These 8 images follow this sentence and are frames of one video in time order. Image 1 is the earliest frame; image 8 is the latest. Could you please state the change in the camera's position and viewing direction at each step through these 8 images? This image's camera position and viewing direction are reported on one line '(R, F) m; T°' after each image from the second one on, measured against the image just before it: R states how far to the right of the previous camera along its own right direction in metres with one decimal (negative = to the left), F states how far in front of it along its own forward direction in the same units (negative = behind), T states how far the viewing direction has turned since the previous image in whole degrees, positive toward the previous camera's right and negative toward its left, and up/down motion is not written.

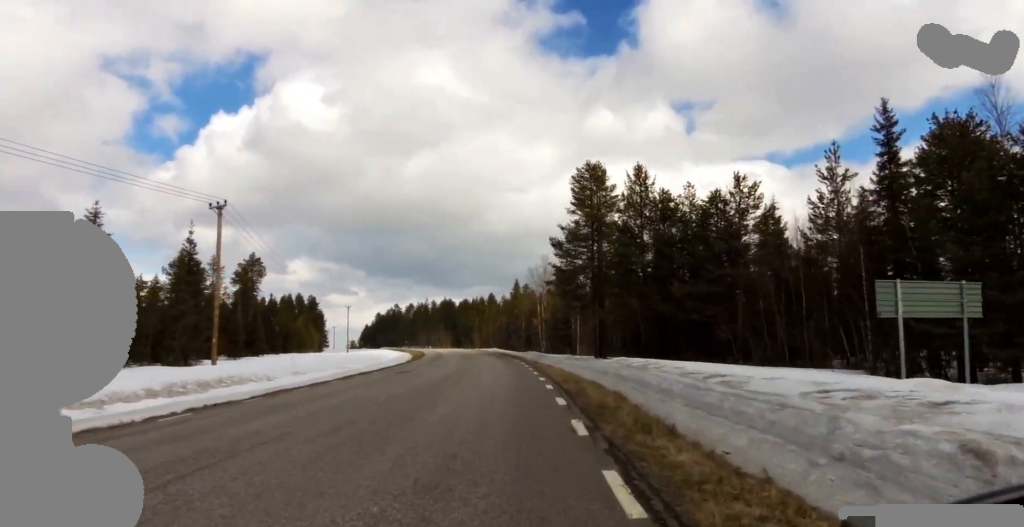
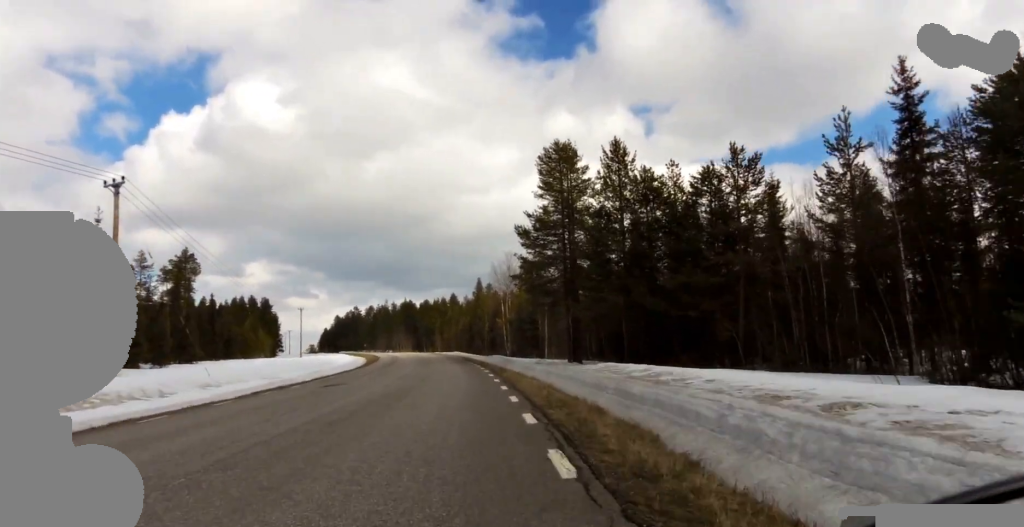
(+0.4, +4.8) m; -3°
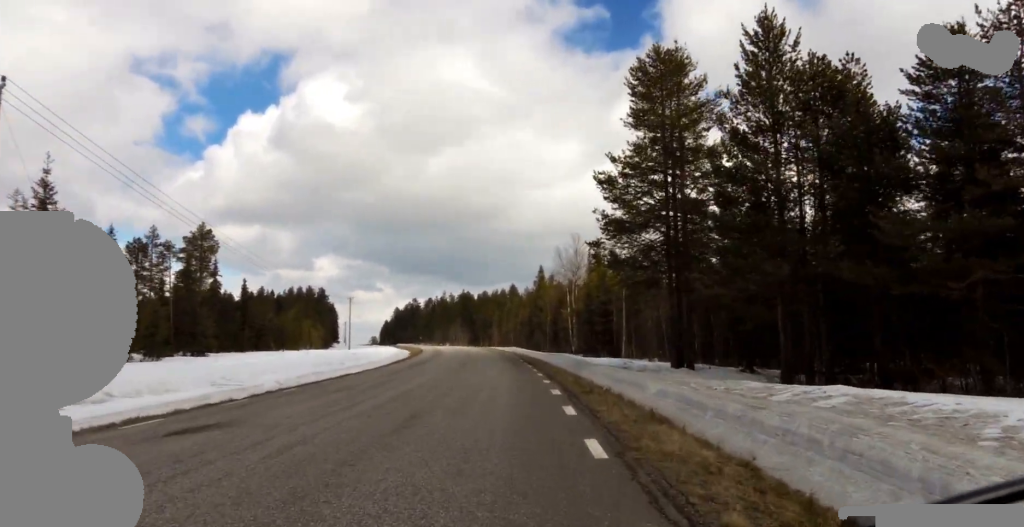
(-0.3, +10.8) m; -1°
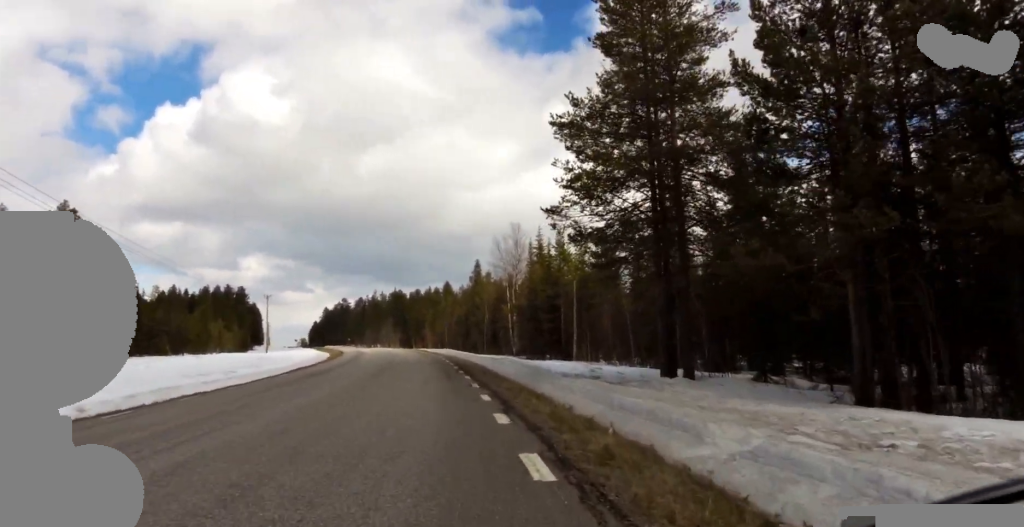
(-0.4, +7.0) m; -3°
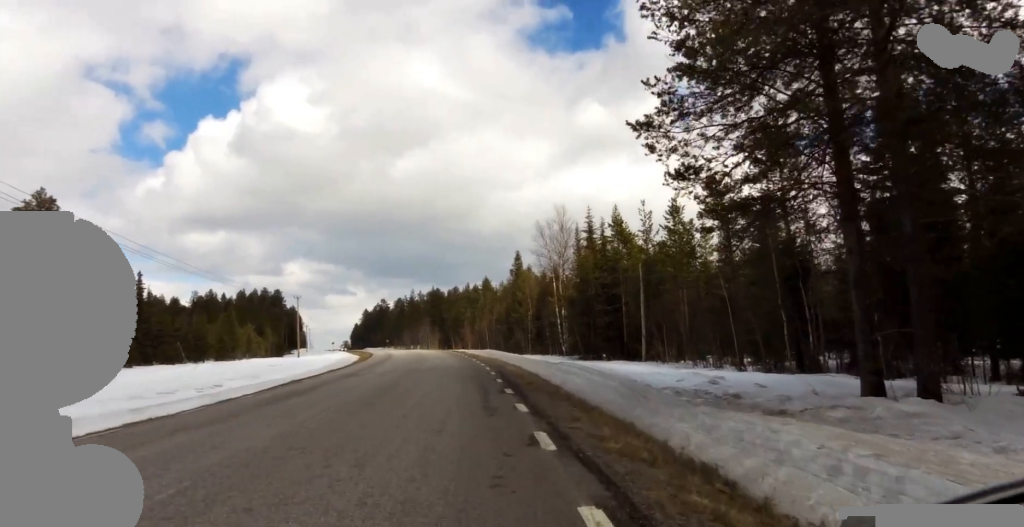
(+0.2, +8.1) m; +3°
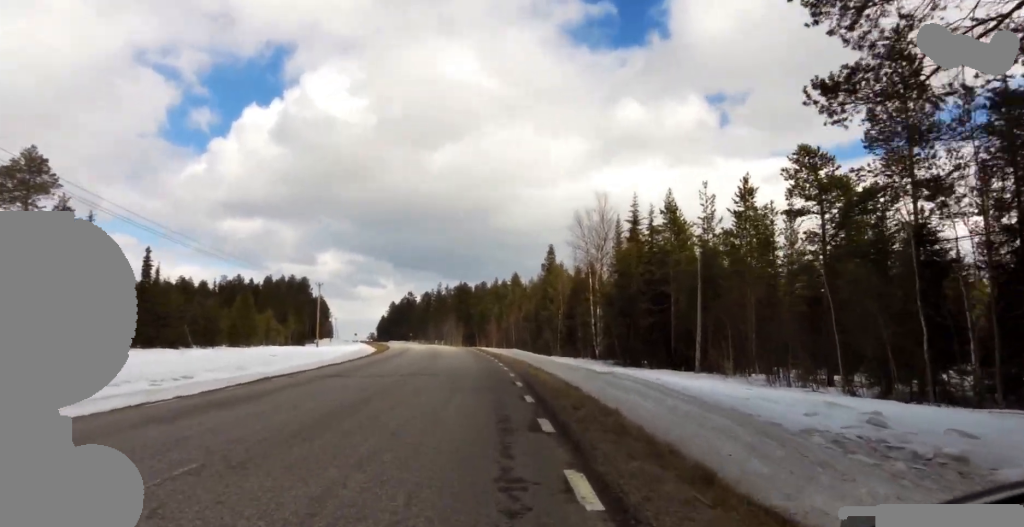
(0.0, +5.4) m; -5°
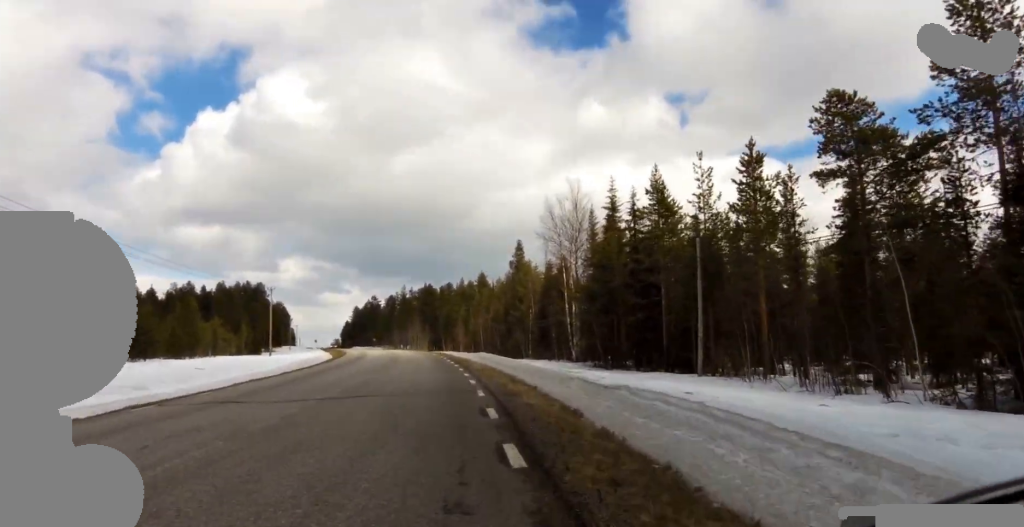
(-0.3, +5.1) m; -4°
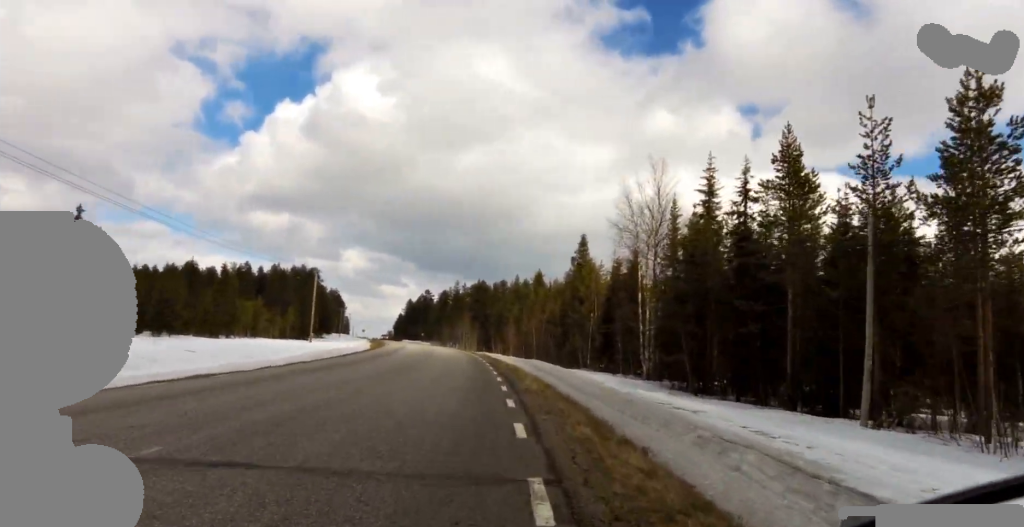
(-0.4, +7.7) m; -1°
